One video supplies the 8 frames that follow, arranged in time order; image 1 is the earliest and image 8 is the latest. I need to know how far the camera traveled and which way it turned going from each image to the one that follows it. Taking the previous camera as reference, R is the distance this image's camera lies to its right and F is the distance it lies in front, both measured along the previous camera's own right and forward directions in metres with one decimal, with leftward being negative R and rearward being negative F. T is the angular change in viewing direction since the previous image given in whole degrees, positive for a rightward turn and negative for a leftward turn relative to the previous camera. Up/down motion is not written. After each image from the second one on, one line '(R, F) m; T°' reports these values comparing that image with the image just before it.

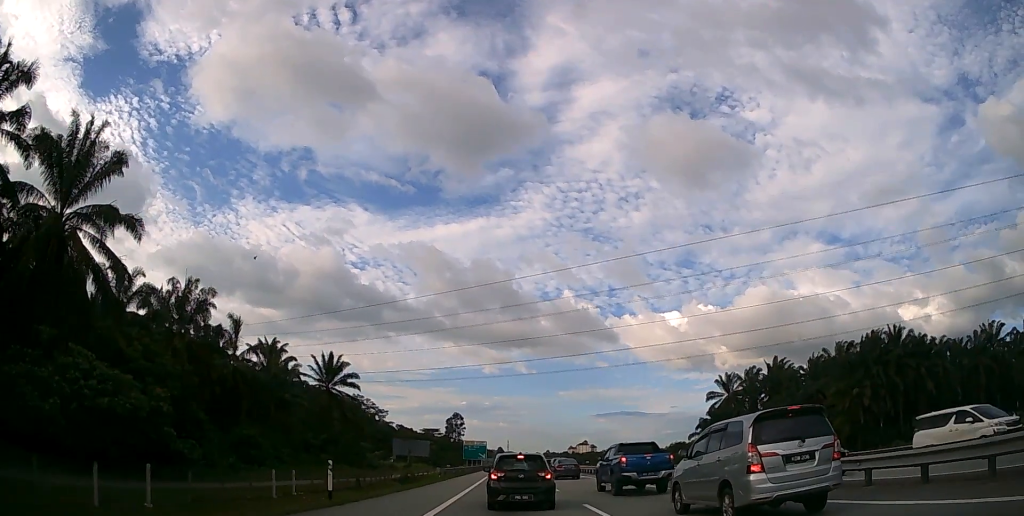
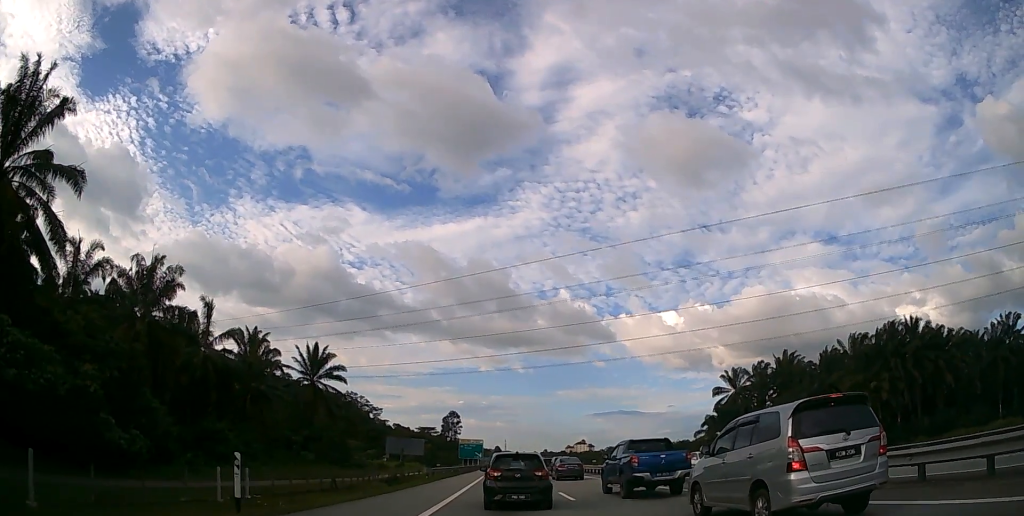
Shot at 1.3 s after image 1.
(0.0, +5.6) m; 0°
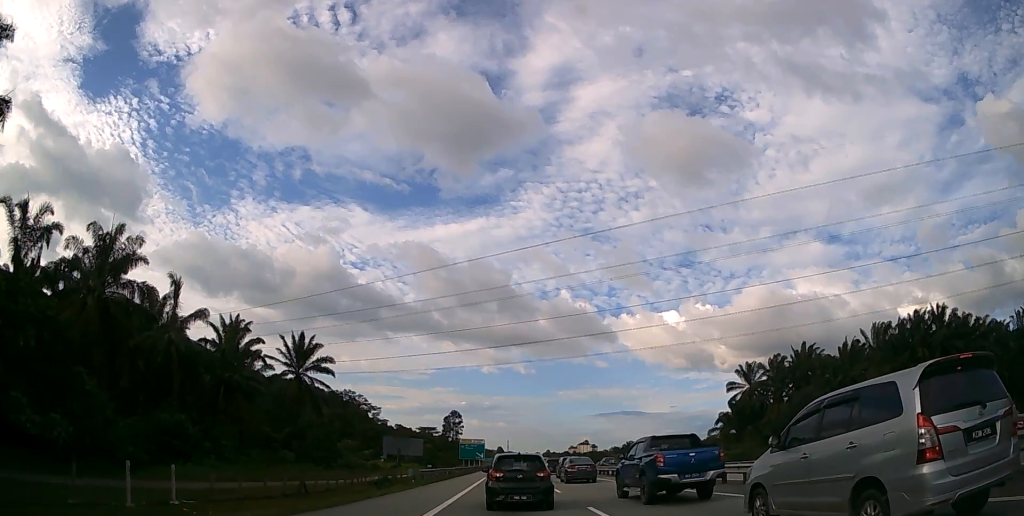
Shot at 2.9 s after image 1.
(0.0, +7.7) m; 0°
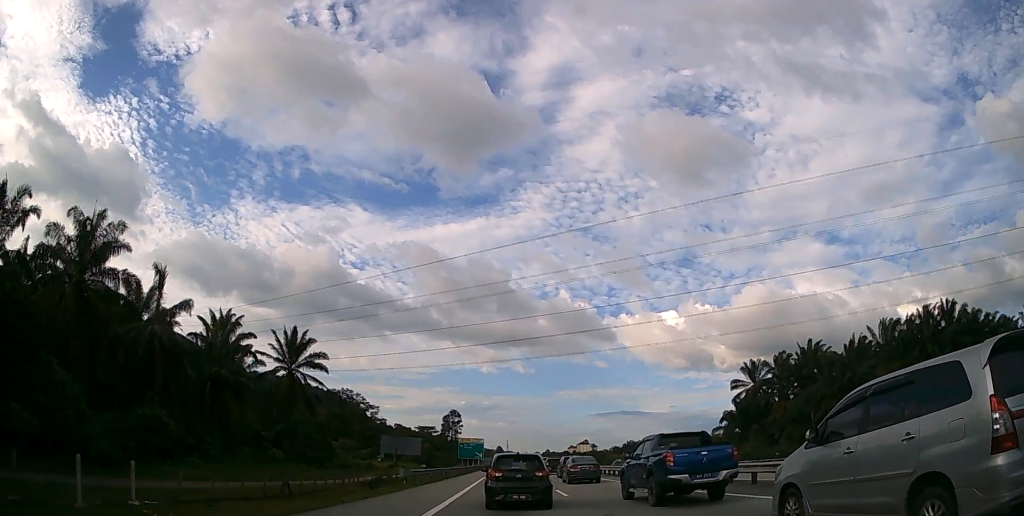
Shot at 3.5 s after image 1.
(0.0, +2.9) m; 0°
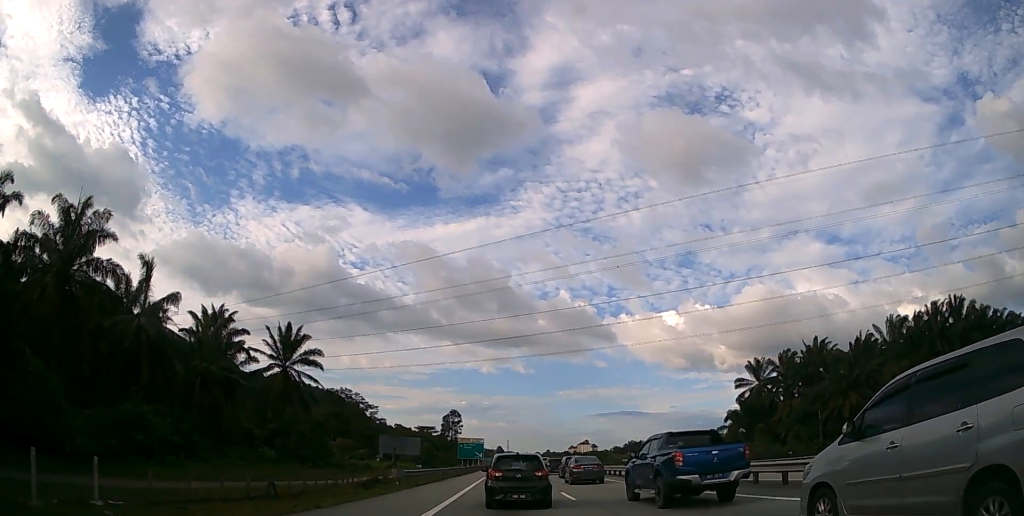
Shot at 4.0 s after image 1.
(0.0, +2.3) m; 0°
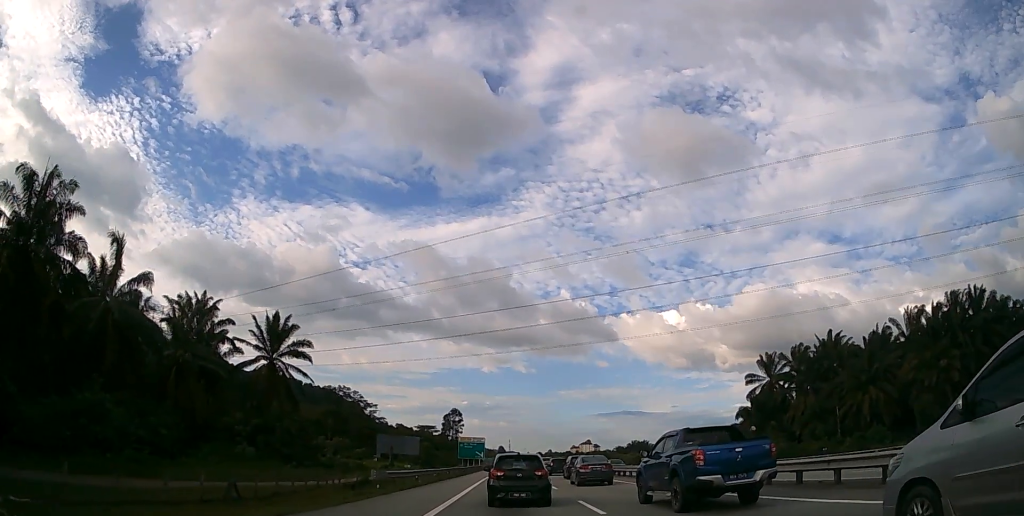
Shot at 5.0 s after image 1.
(0.0, +5.0) m; 0°
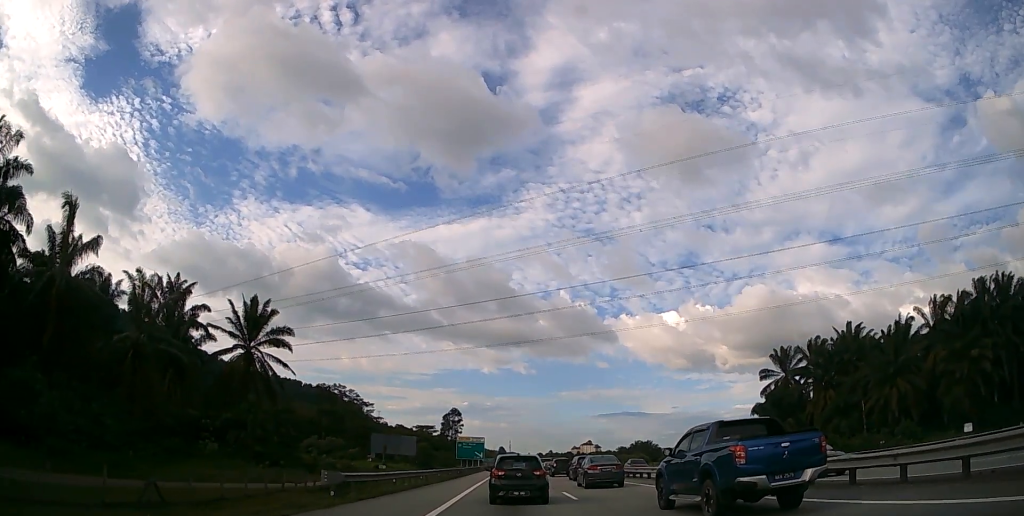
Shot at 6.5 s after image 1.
(0.0, +6.7) m; 0°
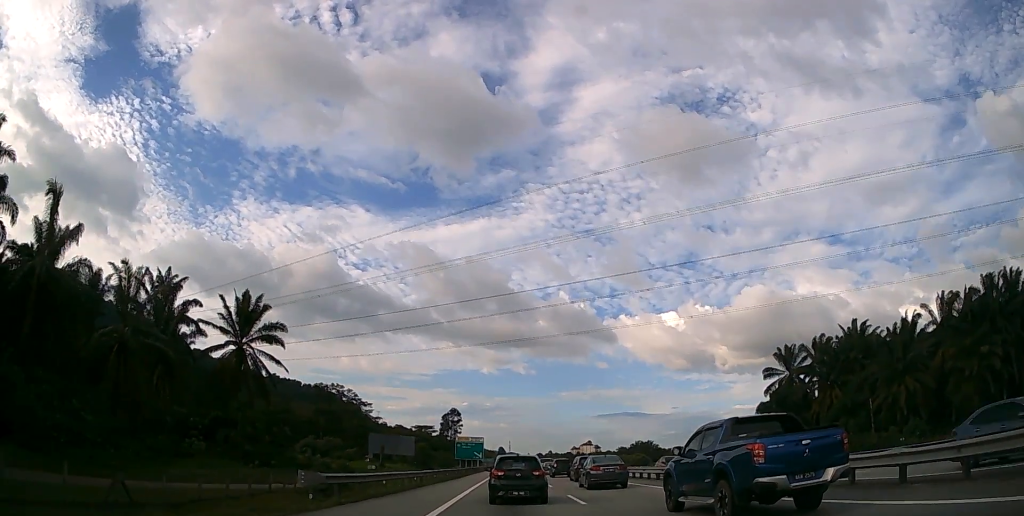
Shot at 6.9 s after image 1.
(0.0, +1.9) m; 0°
